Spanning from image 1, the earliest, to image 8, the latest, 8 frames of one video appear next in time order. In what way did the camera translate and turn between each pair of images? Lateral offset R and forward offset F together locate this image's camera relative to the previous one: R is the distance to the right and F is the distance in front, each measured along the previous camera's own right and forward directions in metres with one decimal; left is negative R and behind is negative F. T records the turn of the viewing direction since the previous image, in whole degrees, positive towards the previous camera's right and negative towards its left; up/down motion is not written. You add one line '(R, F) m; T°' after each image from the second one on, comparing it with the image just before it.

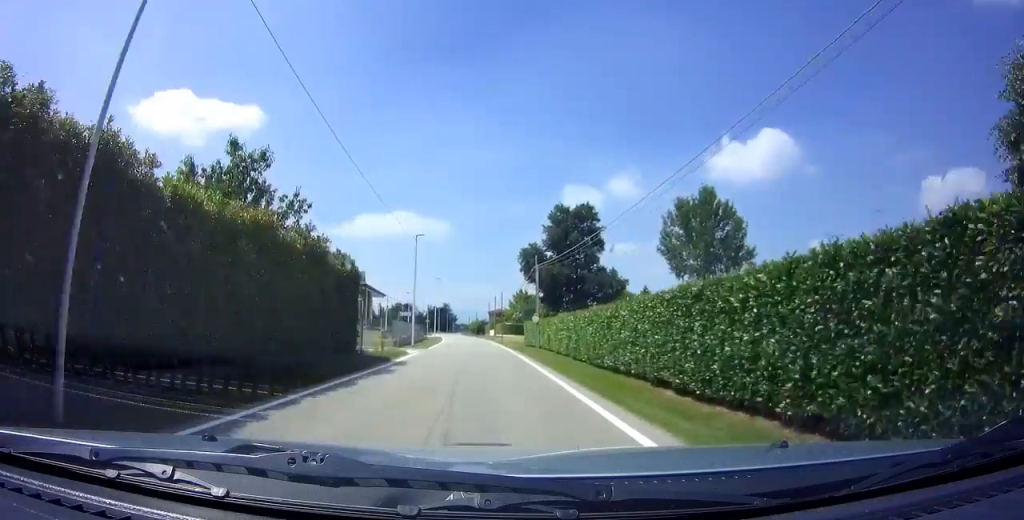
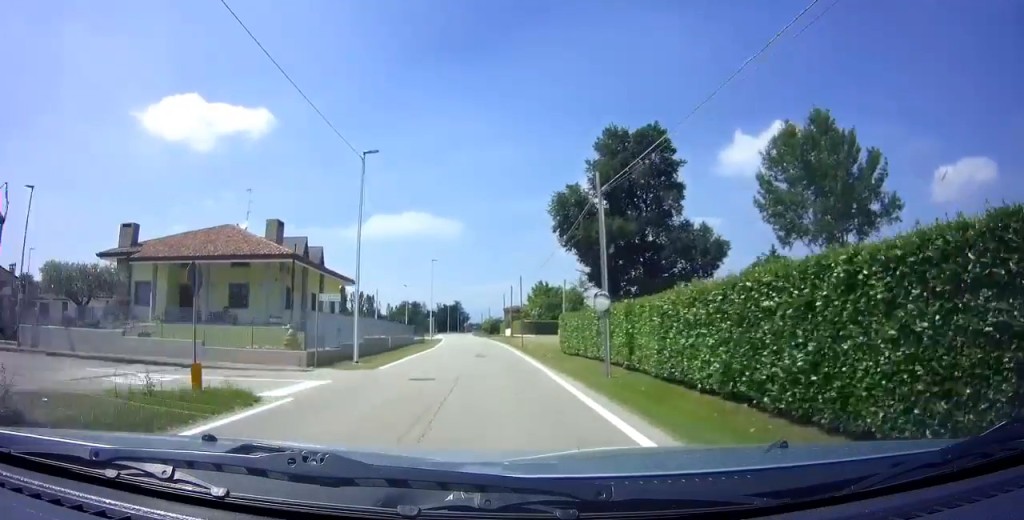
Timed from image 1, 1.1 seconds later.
(-0.2, +18.7) m; -1°
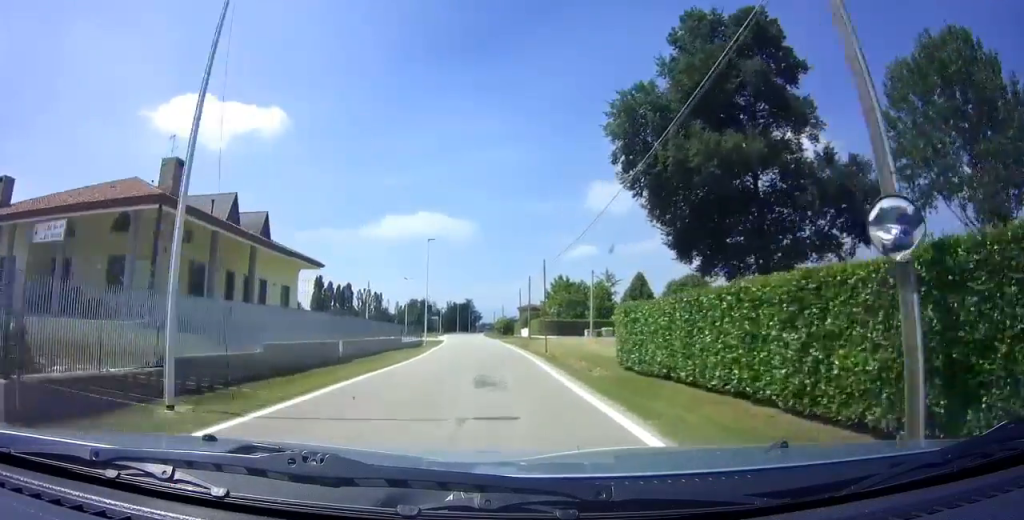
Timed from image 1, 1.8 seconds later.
(0.0, +12.5) m; -1°
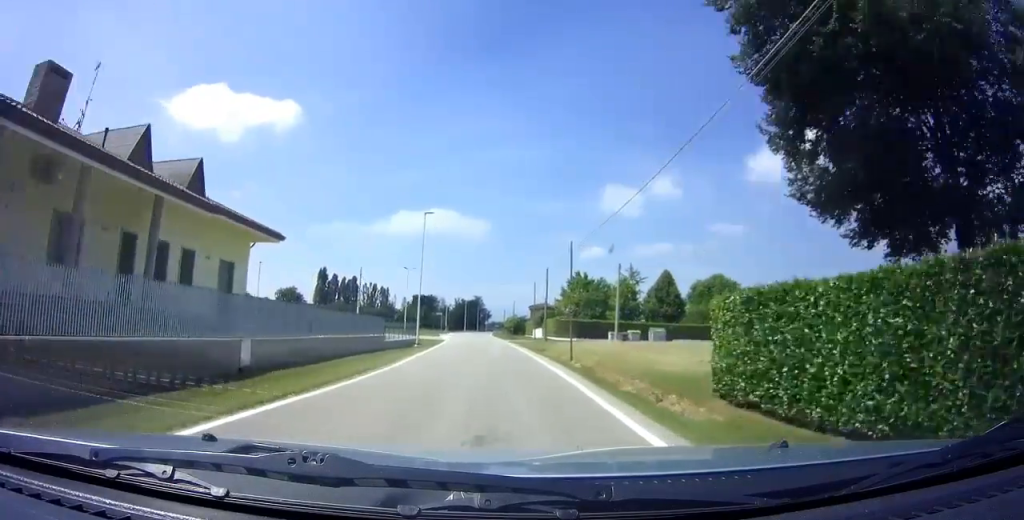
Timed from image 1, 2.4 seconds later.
(-0.1, +9.1) m; -1°
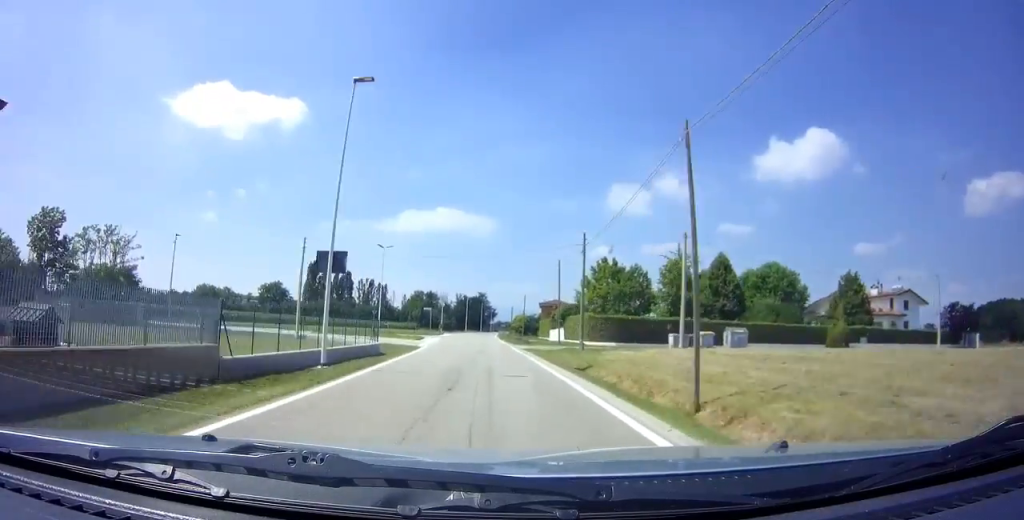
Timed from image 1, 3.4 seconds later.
(-0.3, +18.1) m; -1°
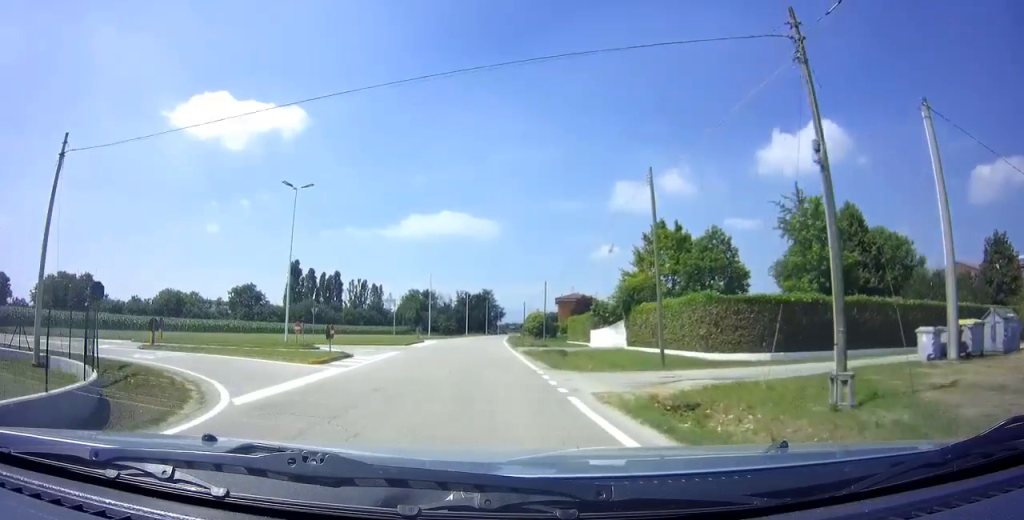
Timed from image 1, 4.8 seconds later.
(-0.1, +23.8) m; -1°
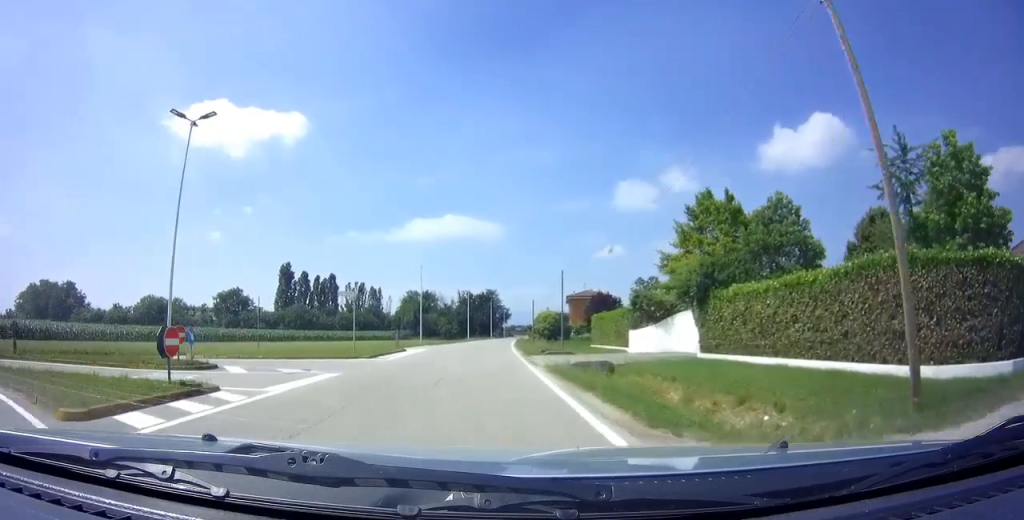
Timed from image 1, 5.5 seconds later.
(-0.1, +10.8) m; 0°
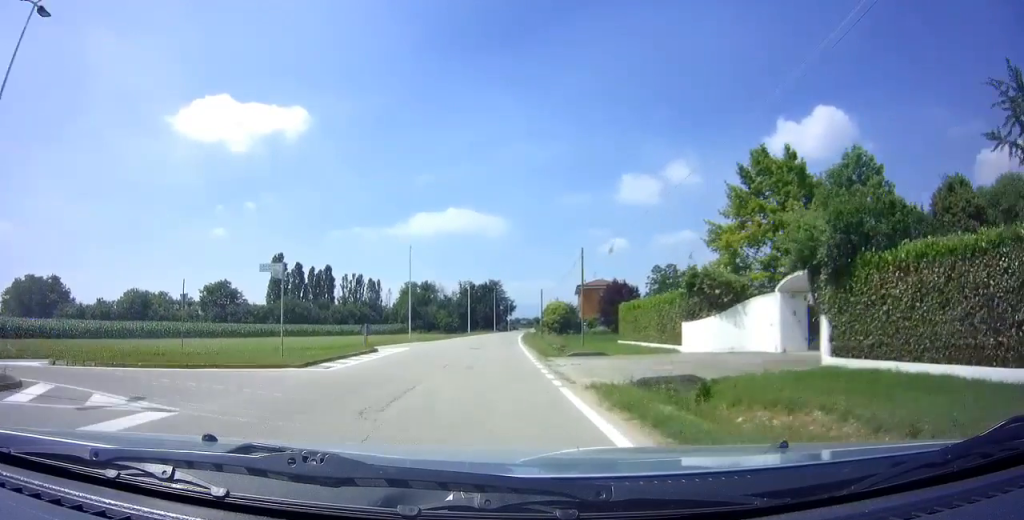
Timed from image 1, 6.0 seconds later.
(0.0, +9.1) m; 0°
